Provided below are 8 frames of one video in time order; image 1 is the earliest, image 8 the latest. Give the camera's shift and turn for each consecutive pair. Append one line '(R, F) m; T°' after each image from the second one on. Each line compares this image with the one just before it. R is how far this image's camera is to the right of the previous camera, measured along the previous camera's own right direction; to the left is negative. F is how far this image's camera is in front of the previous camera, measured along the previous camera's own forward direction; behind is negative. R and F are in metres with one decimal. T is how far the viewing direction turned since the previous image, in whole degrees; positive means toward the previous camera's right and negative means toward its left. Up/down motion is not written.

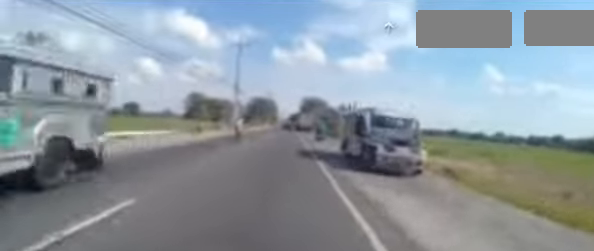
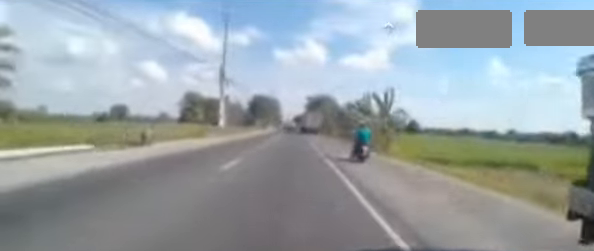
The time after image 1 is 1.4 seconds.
(-0.1, +12.1) m; -3°
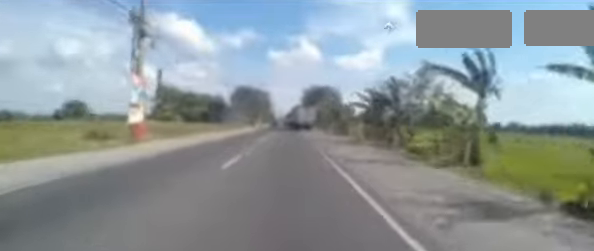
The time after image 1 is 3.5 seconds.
(+0.3, +19.3) m; +3°
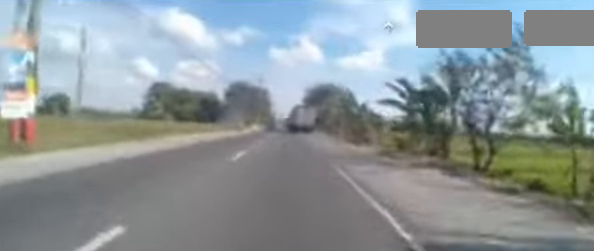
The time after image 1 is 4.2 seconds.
(0.0, +7.1) m; 0°
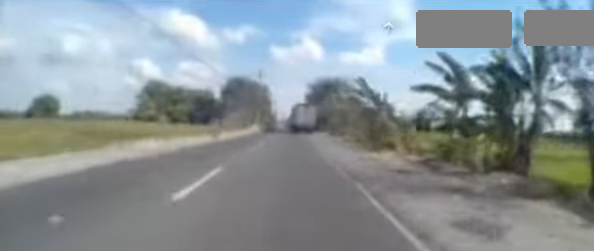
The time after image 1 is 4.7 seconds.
(0.0, +4.9) m; 0°
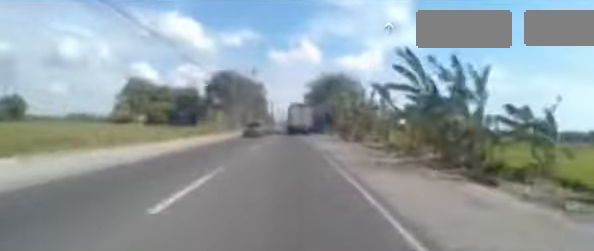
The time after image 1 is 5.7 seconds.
(0.0, +9.8) m; 0°
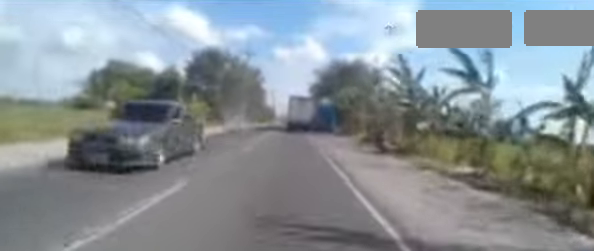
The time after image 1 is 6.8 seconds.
(0.0, +10.9) m; -2°
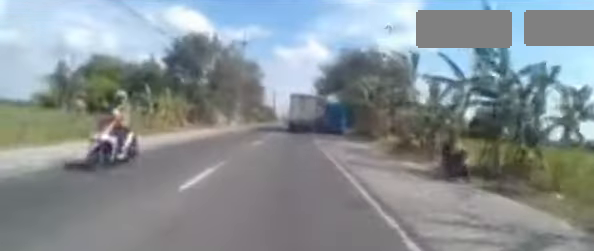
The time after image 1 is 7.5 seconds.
(-0.1, +7.1) m; -1°
